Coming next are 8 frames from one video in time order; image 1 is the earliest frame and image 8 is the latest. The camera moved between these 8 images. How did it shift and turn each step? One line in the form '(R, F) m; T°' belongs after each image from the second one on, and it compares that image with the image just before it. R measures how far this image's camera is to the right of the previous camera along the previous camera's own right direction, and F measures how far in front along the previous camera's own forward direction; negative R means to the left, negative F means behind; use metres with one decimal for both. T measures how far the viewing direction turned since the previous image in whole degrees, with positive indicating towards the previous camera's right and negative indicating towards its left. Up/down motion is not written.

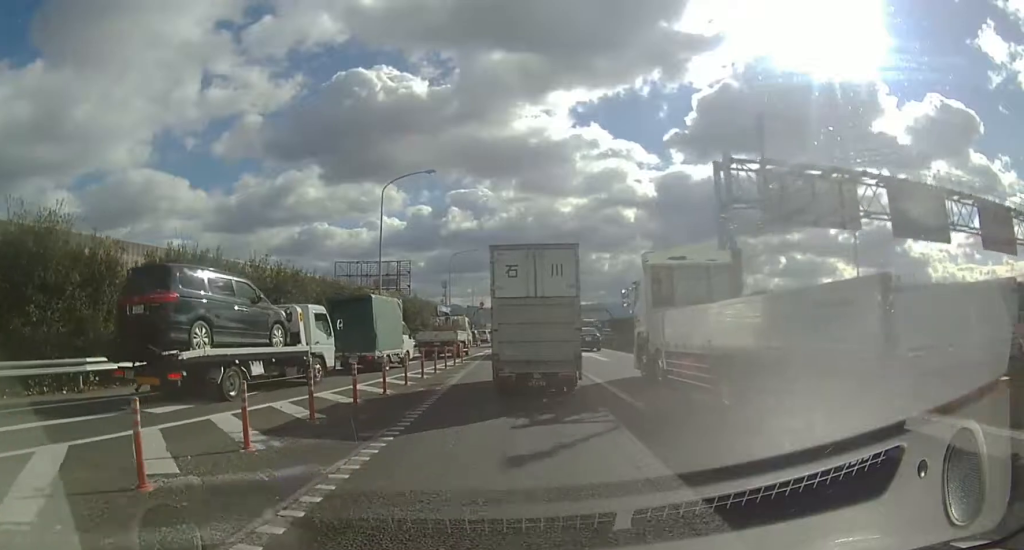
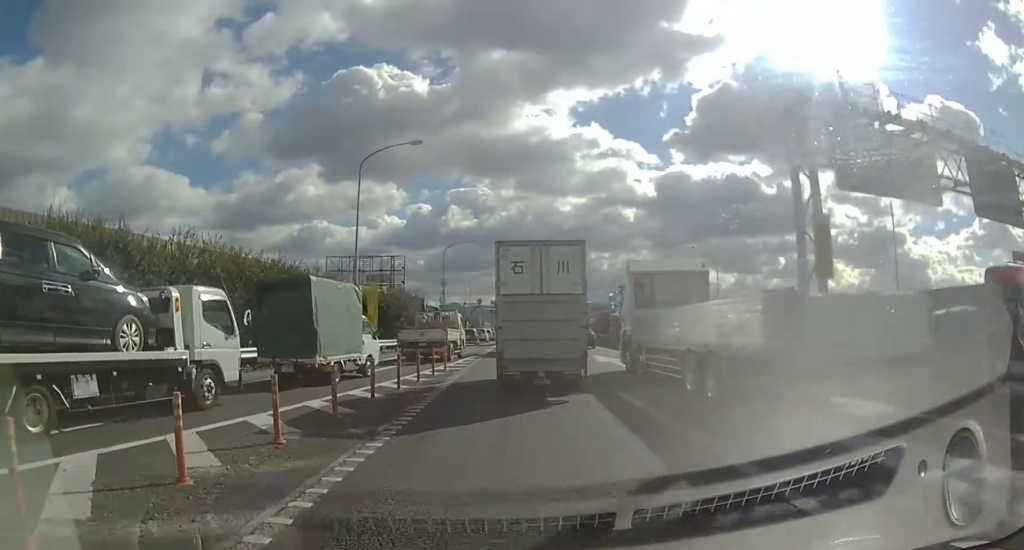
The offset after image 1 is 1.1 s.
(0.0, +4.7) m; +1°
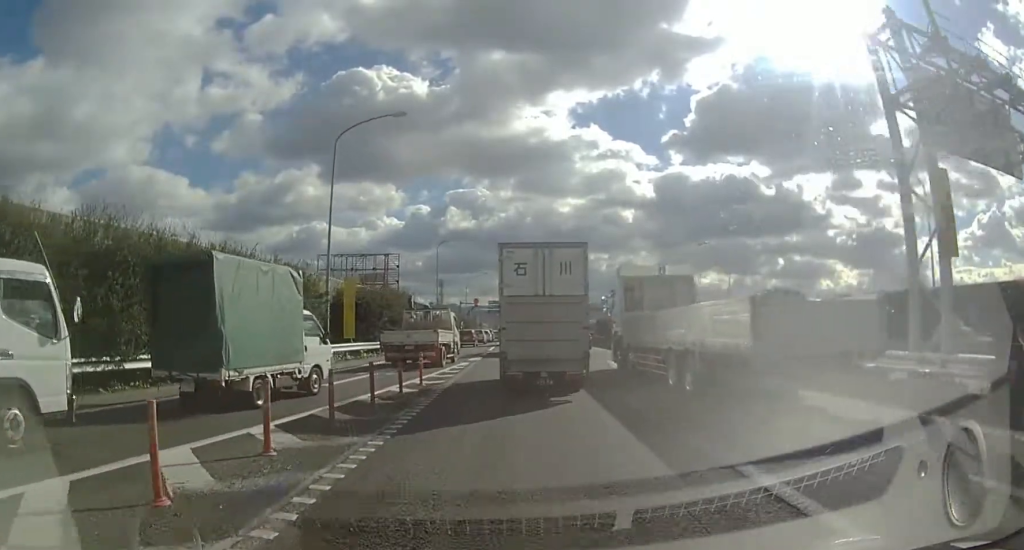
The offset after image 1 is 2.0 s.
(+0.1, +3.9) m; 0°
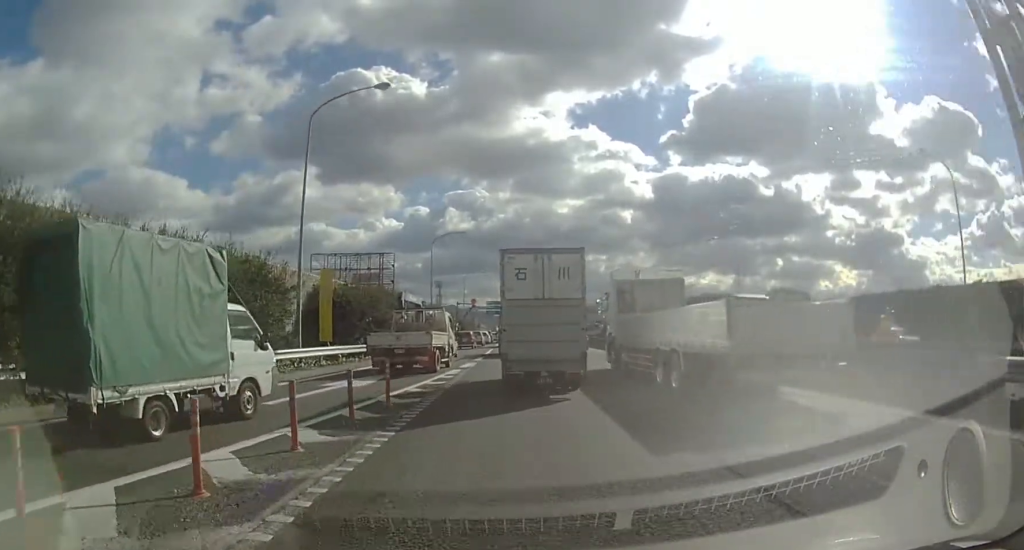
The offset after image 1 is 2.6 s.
(0.0, +3.4) m; -1°
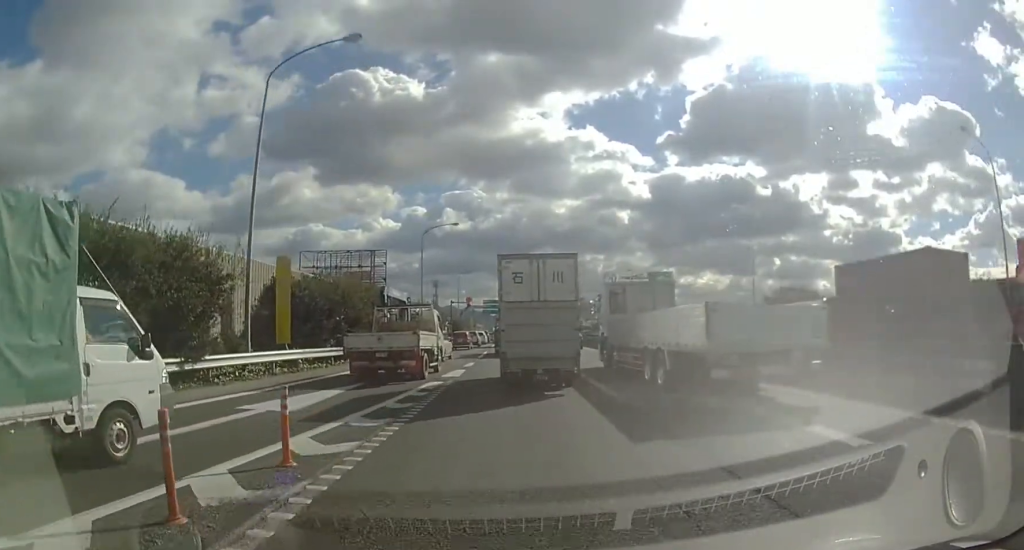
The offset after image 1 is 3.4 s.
(0.0, +4.3) m; 0°
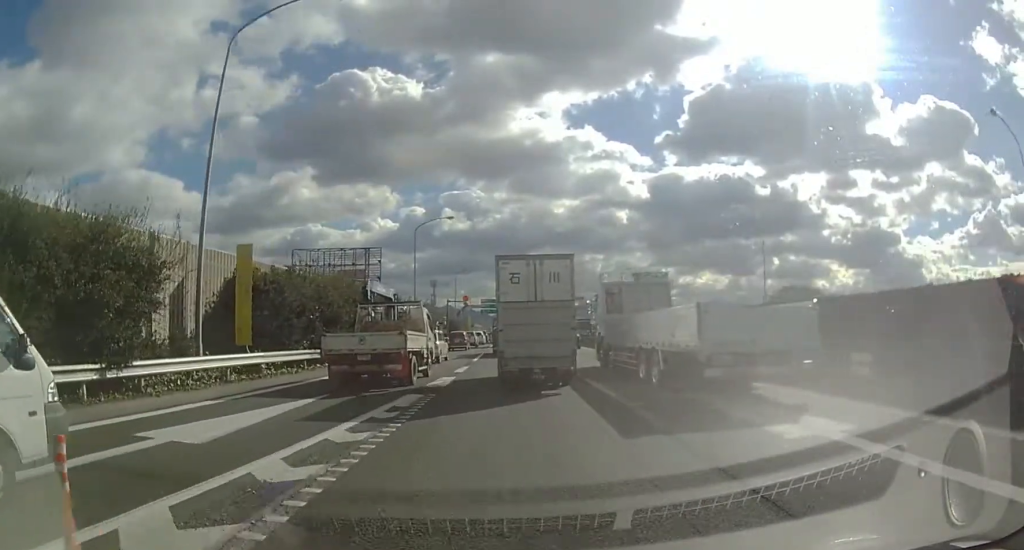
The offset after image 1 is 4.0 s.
(0.0, +2.9) m; 0°
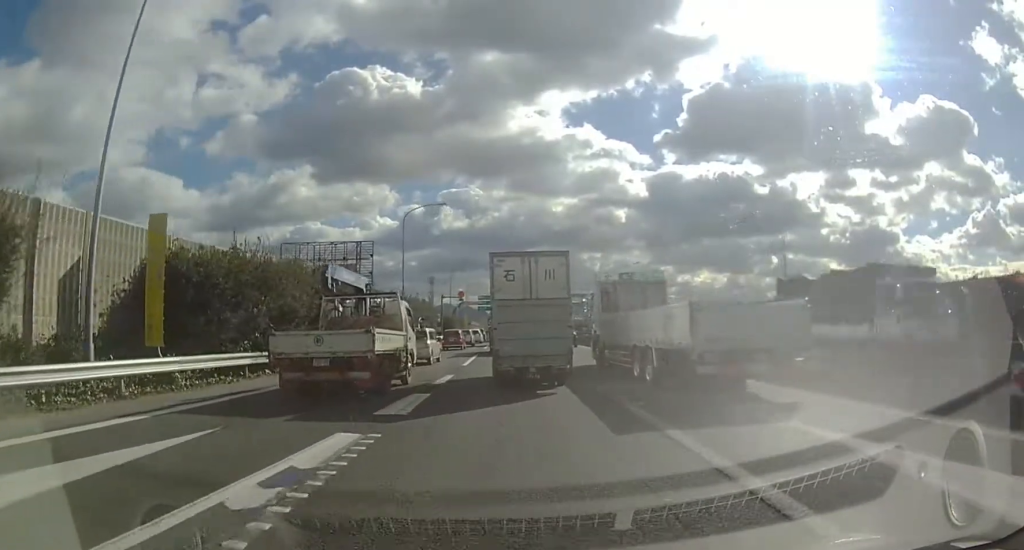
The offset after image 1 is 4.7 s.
(0.0, +4.7) m; 0°
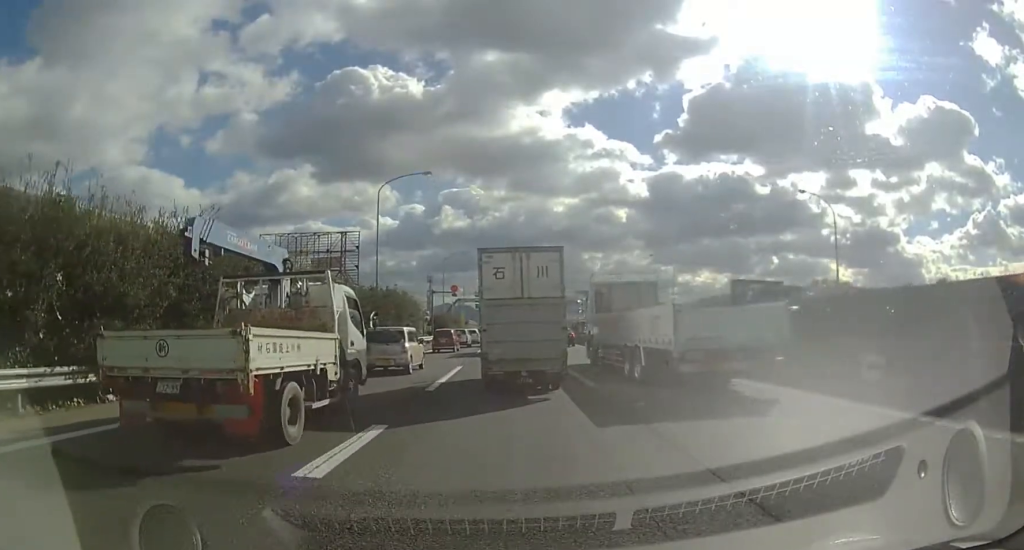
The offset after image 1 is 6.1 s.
(0.0, +8.4) m; -1°
